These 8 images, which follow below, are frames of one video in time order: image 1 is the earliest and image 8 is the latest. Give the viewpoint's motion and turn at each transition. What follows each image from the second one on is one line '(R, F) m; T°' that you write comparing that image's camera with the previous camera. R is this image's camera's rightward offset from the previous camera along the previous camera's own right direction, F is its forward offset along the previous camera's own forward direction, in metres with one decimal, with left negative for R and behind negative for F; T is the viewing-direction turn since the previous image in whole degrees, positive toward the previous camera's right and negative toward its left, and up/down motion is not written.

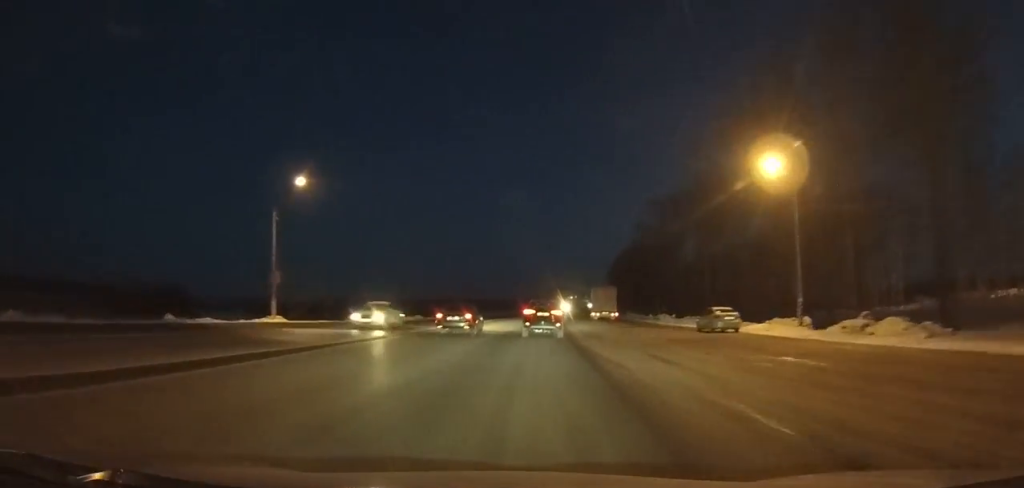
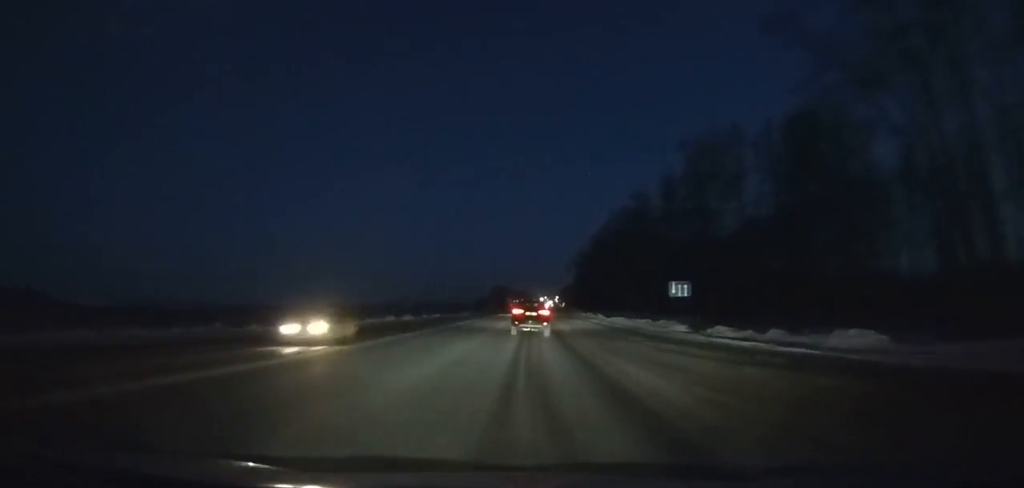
(+3.8, +105.5) m; +4°
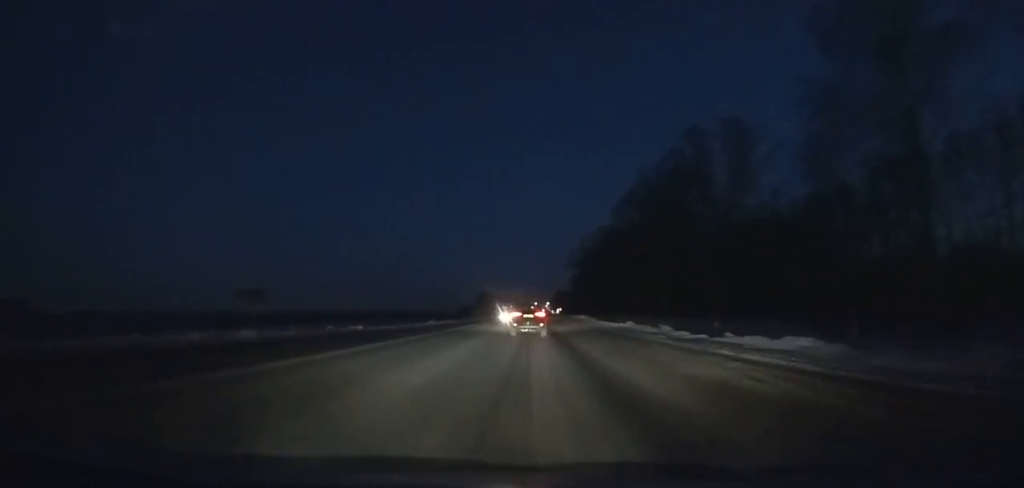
(+0.7, +43.2) m; +1°
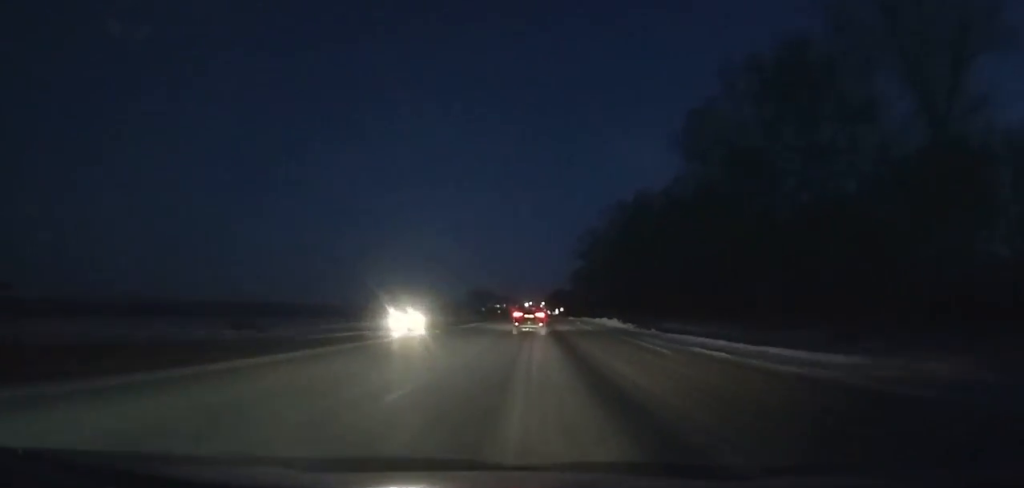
(+0.3, +39.0) m; +1°
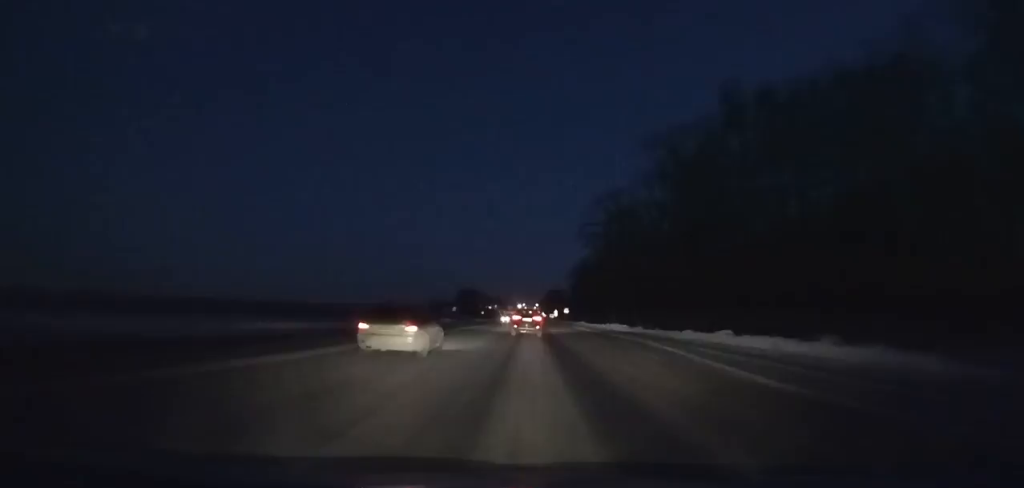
(+0.4, +48.9) m; +1°
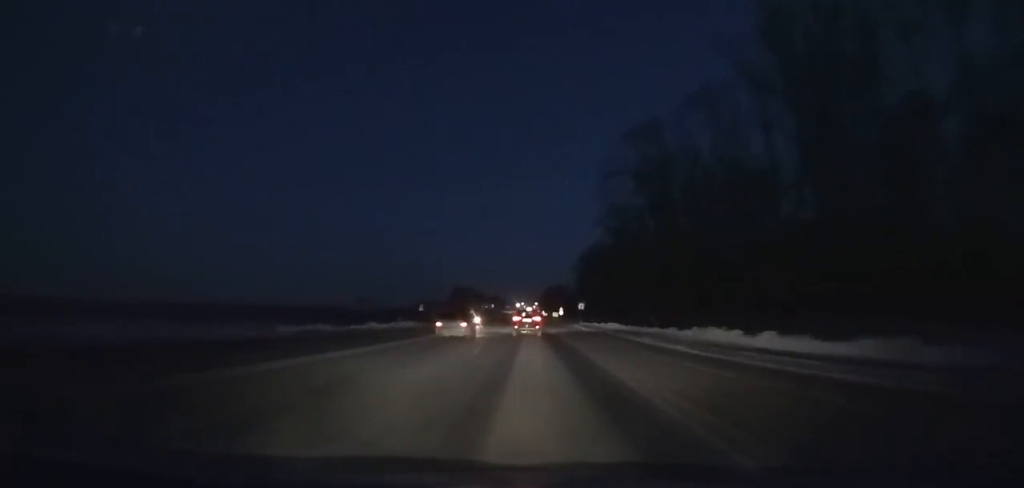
(+0.2, +35.2) m; 0°
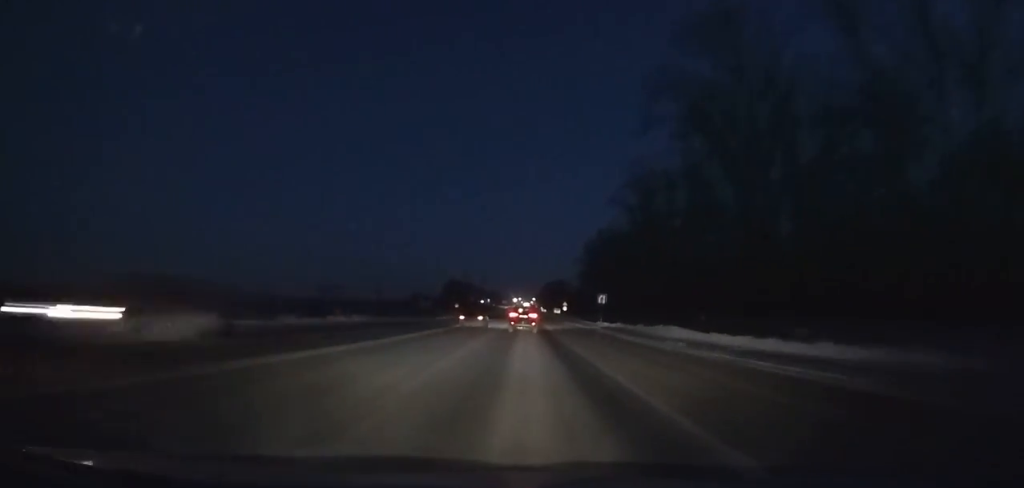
(-0.1, +24.7) m; 0°
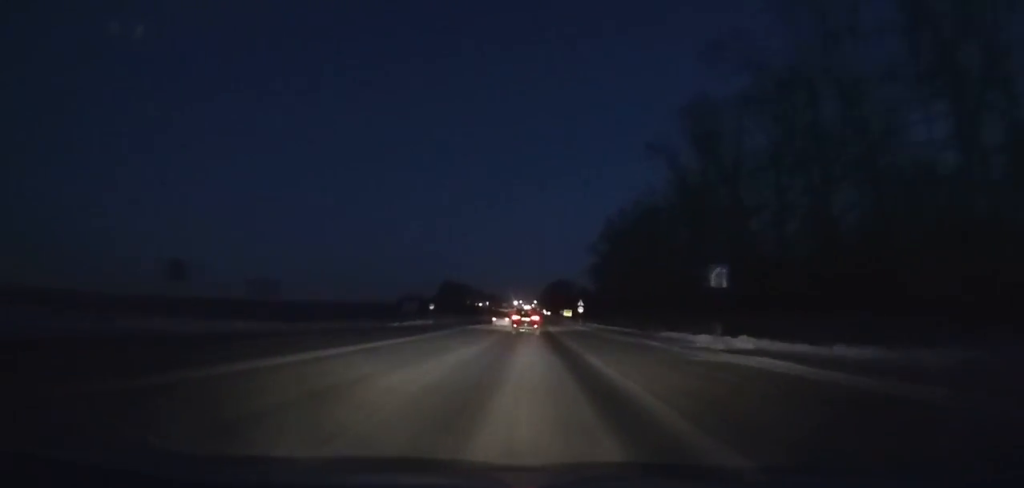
(0.0, +34.4) m; 0°
